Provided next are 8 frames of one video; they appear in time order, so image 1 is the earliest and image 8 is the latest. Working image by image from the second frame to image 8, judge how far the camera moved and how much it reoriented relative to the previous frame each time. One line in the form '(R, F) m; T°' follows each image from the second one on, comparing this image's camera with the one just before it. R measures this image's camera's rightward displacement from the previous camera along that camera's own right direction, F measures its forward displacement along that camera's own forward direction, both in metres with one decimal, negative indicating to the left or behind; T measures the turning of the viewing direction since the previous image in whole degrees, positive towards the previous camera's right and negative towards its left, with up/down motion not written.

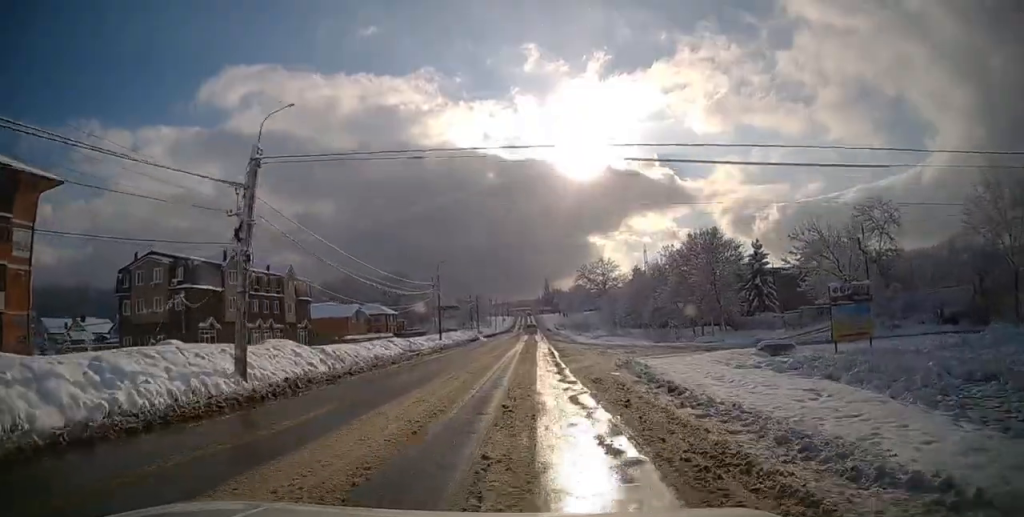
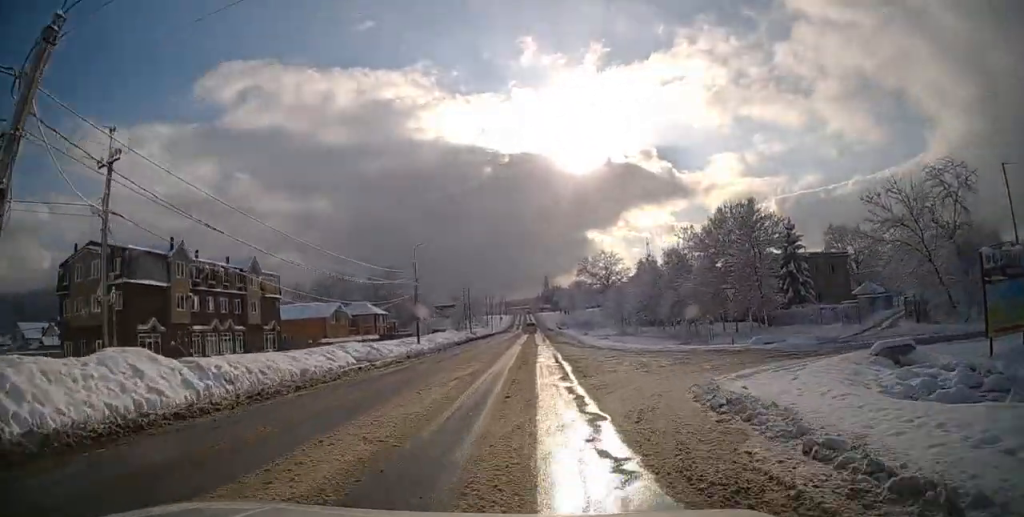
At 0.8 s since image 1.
(-0.3, +12.1) m; -1°
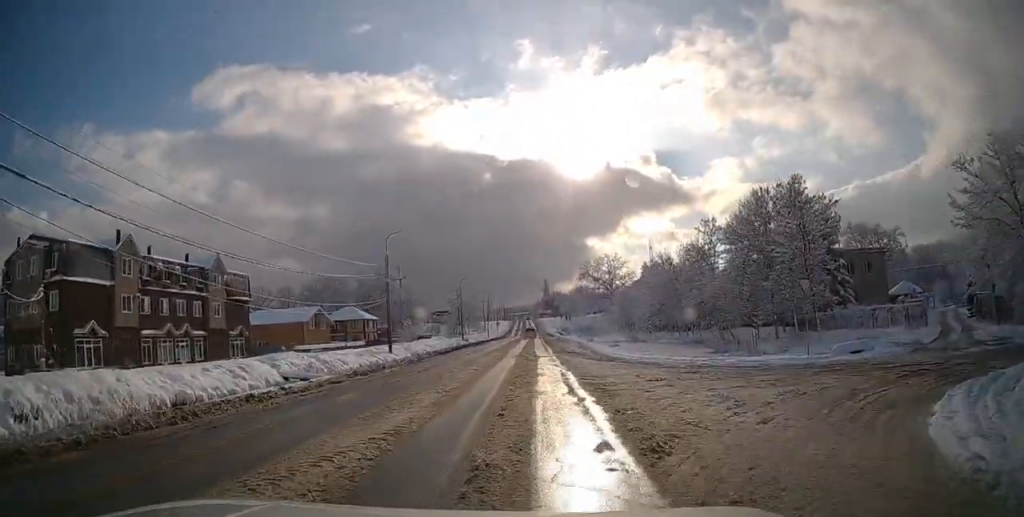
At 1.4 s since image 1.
(0.0, +10.2) m; 0°
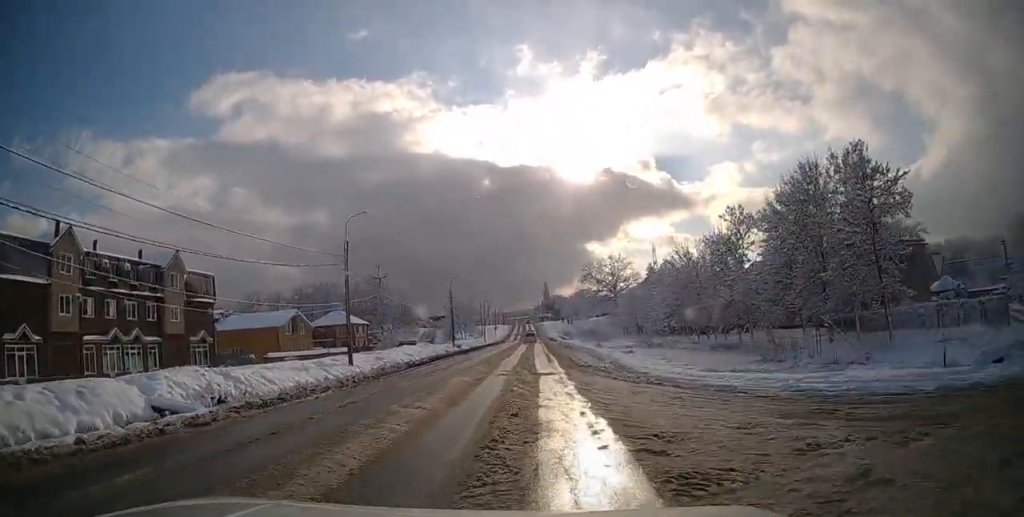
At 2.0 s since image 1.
(0.0, +9.7) m; 0°
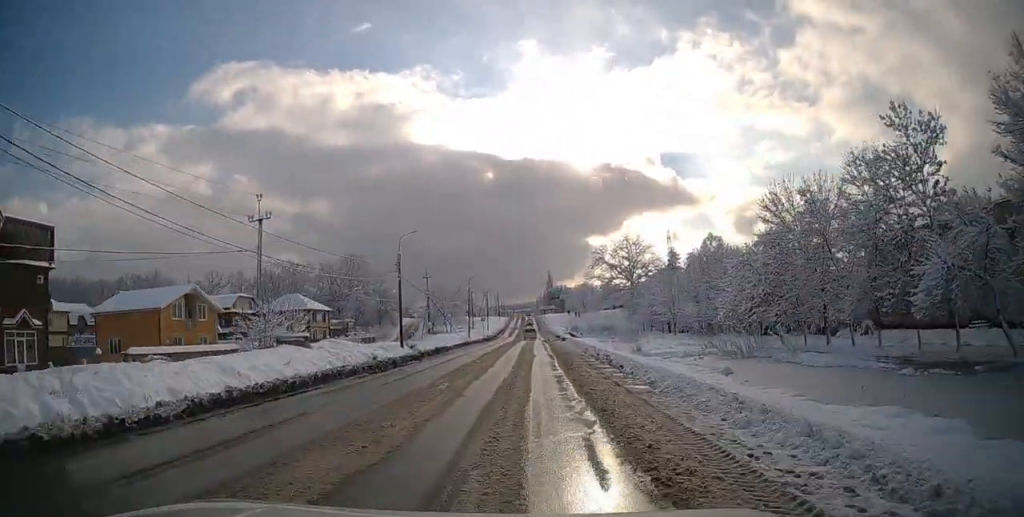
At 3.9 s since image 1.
(0.0, +29.9) m; 0°
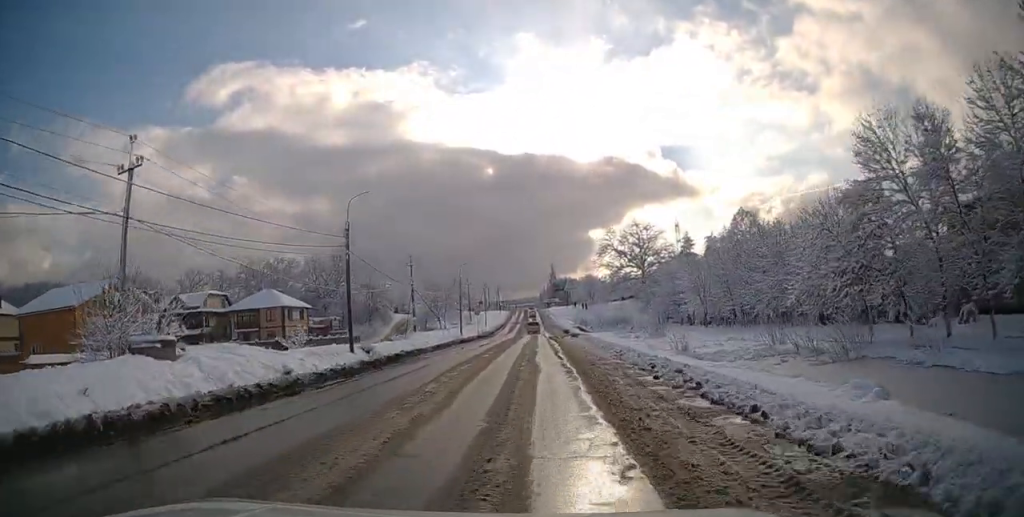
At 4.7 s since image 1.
(0.0, +13.5) m; +1°
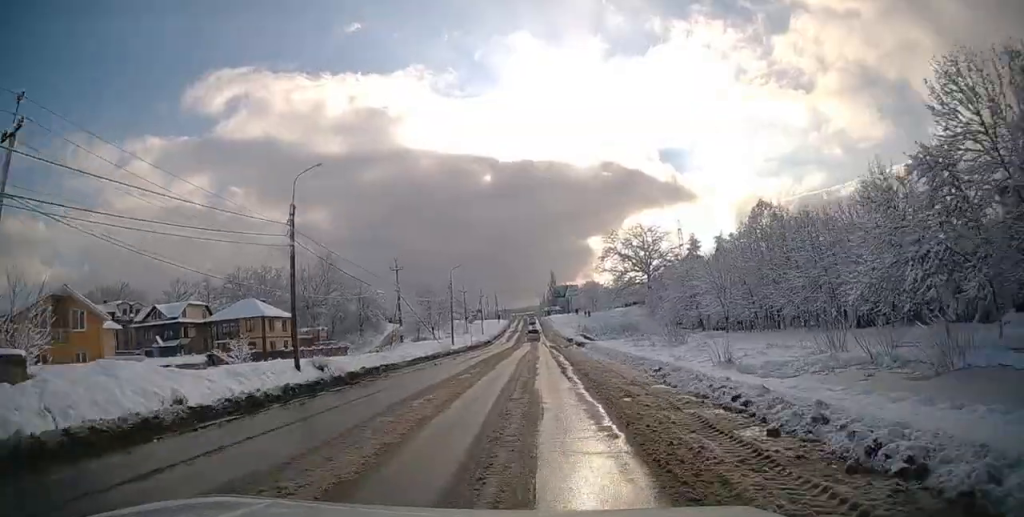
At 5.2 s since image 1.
(0.0, +7.6) m; +1°
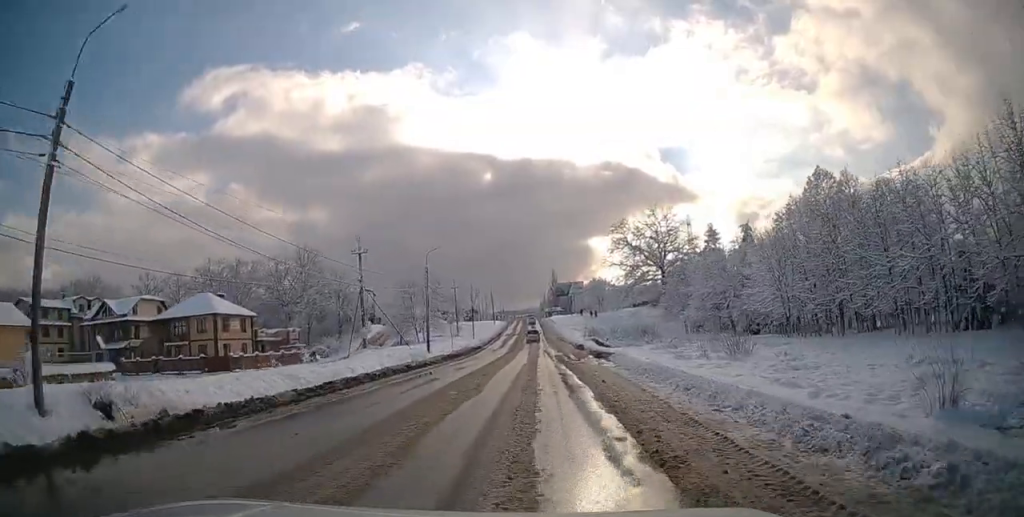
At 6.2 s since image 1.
(+0.3, +14.7) m; +1°
